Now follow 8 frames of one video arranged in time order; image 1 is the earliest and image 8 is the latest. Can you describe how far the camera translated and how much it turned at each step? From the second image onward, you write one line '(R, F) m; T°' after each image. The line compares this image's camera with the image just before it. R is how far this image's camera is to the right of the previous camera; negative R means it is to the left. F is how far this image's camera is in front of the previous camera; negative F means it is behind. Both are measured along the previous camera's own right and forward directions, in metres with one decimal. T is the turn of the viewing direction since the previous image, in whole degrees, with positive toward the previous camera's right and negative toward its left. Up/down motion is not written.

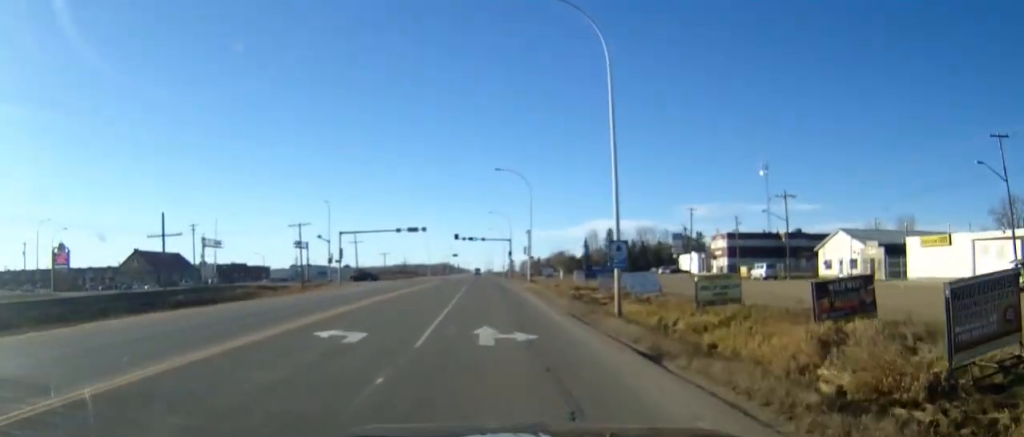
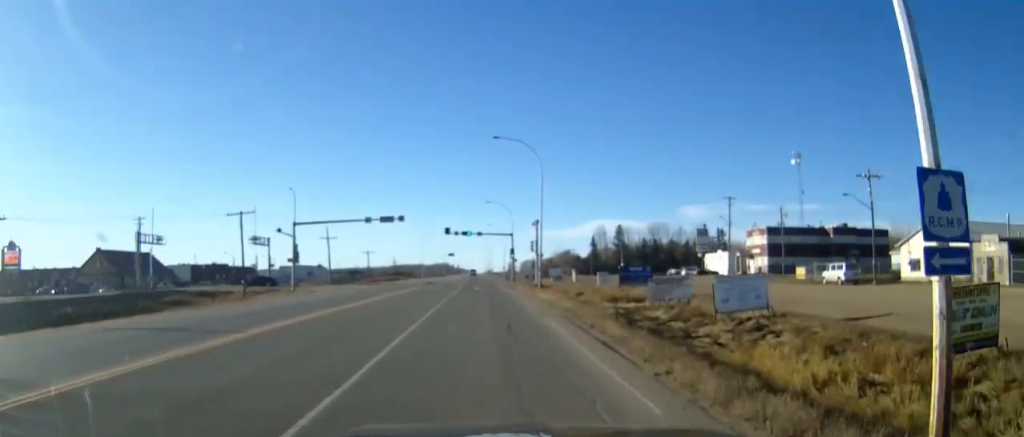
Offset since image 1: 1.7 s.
(0.0, +21.0) m; 0°
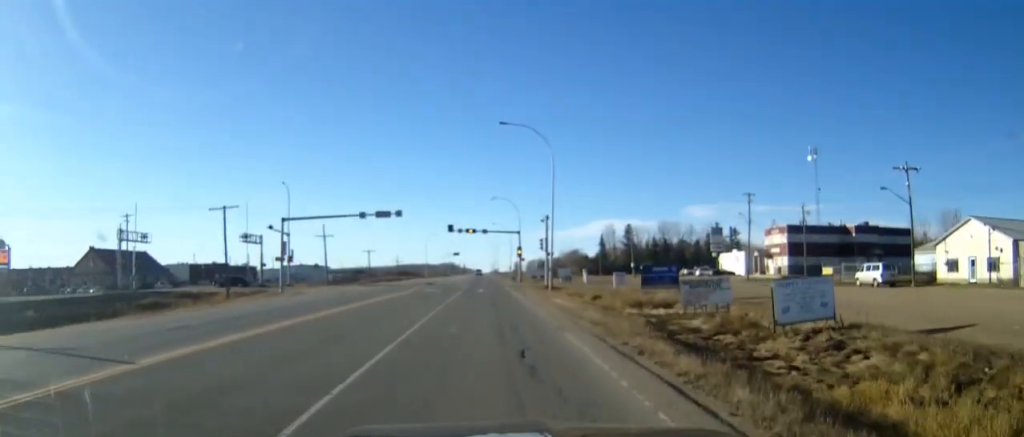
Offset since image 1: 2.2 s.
(0.0, +6.0) m; 0°
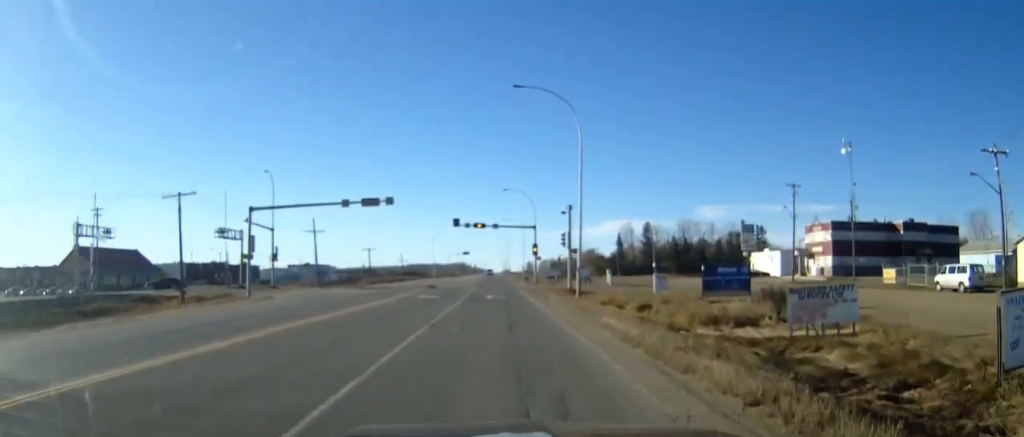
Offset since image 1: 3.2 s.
(-0.1, +11.8) m; -1°
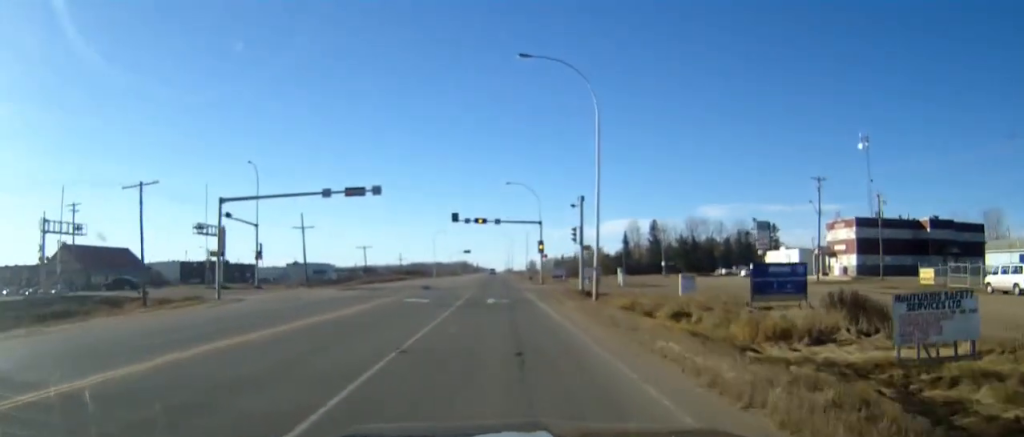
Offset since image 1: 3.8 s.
(0.0, +6.5) m; 0°
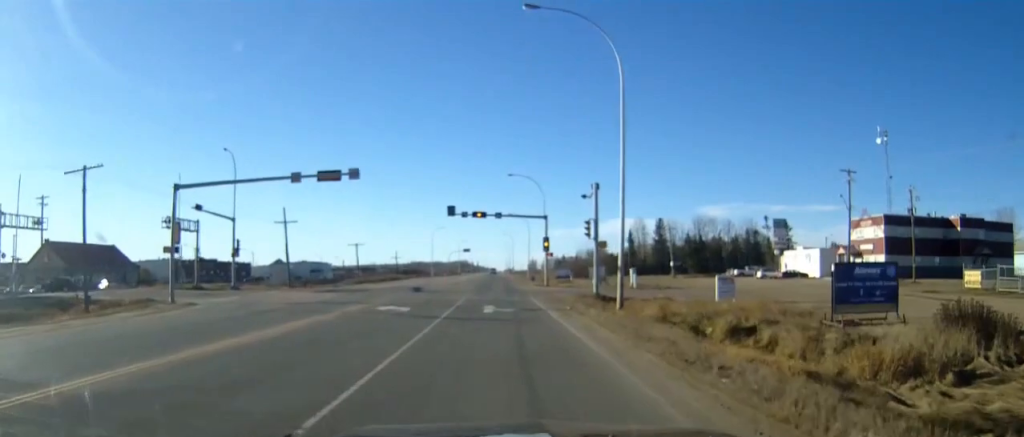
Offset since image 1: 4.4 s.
(0.0, +7.3) m; 0°
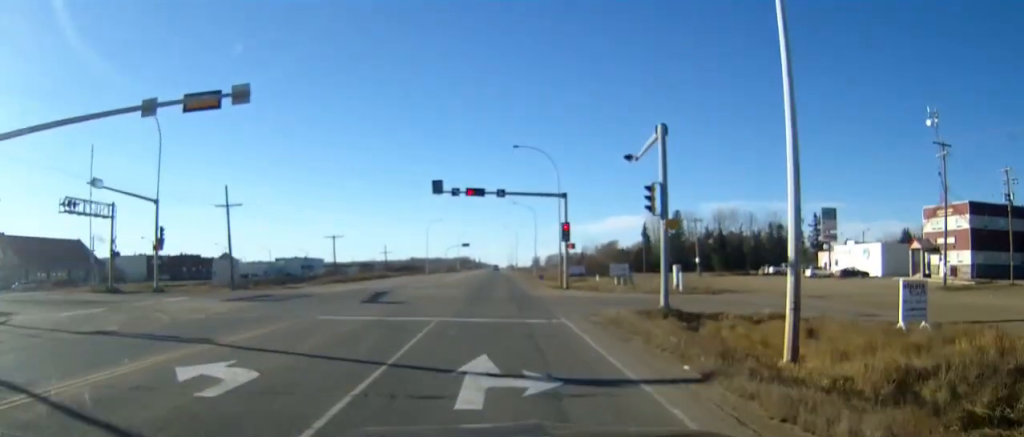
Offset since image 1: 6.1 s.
(-0.1, +18.8) m; 0°
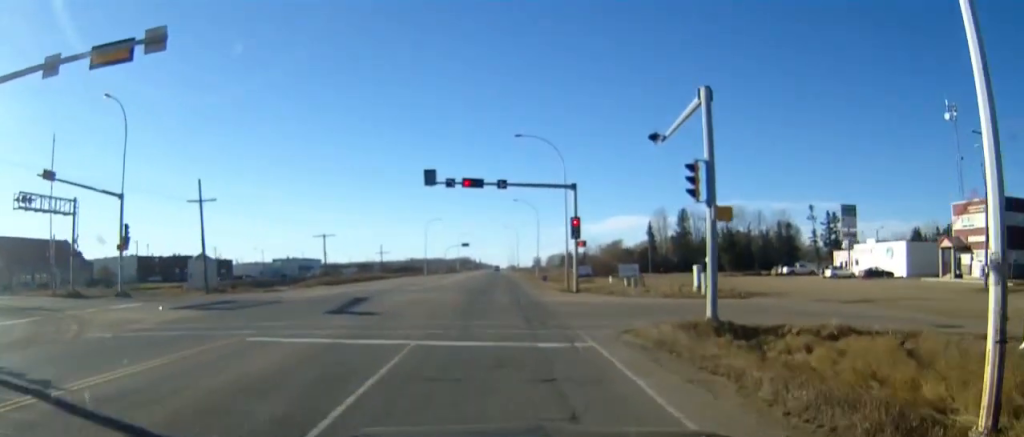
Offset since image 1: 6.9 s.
(0.0, +6.9) m; 0°
